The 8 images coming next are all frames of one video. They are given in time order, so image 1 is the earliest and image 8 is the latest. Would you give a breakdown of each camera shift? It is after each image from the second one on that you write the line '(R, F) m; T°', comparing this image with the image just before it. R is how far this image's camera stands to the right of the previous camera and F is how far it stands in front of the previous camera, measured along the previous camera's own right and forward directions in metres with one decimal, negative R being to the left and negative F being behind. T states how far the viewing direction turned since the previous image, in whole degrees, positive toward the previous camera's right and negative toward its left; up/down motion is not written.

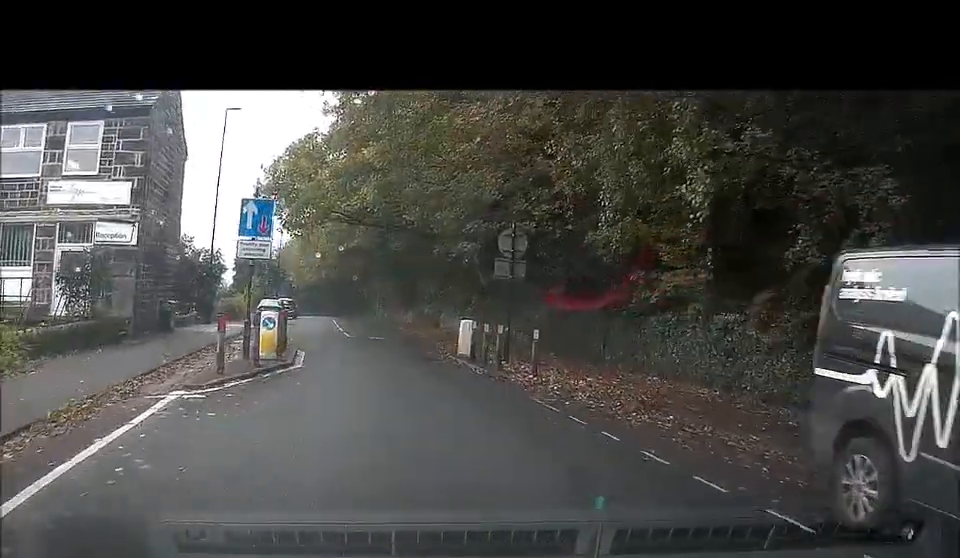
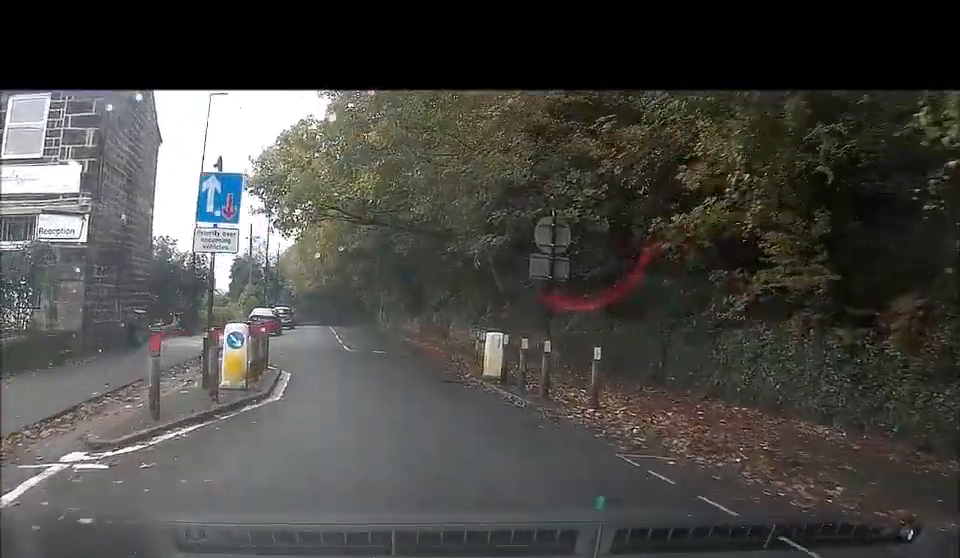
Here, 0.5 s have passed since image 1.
(-0.2, +4.7) m; 0°
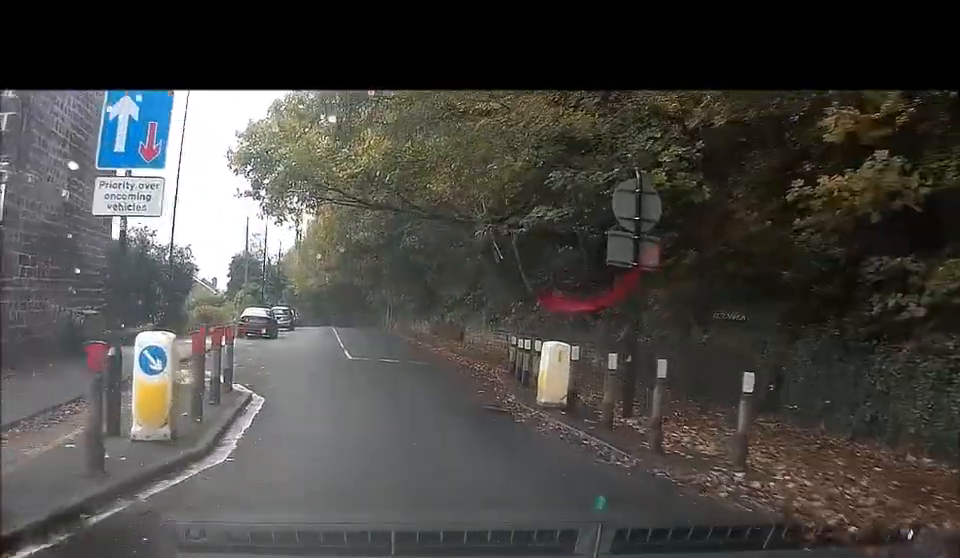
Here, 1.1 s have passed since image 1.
(+0.3, +5.2) m; +2°
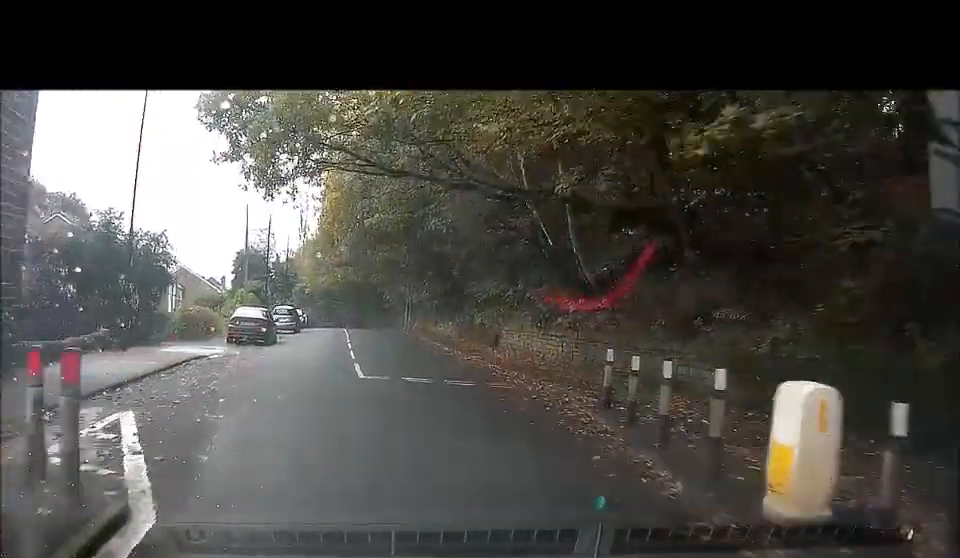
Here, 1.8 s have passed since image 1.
(+0.1, +7.0) m; 0°
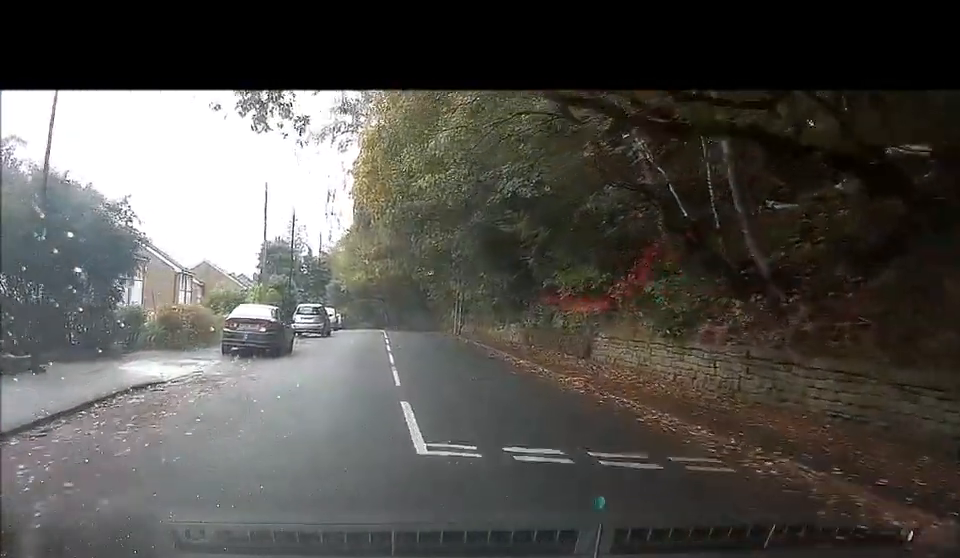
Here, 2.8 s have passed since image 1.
(-0.2, +9.0) m; -4°
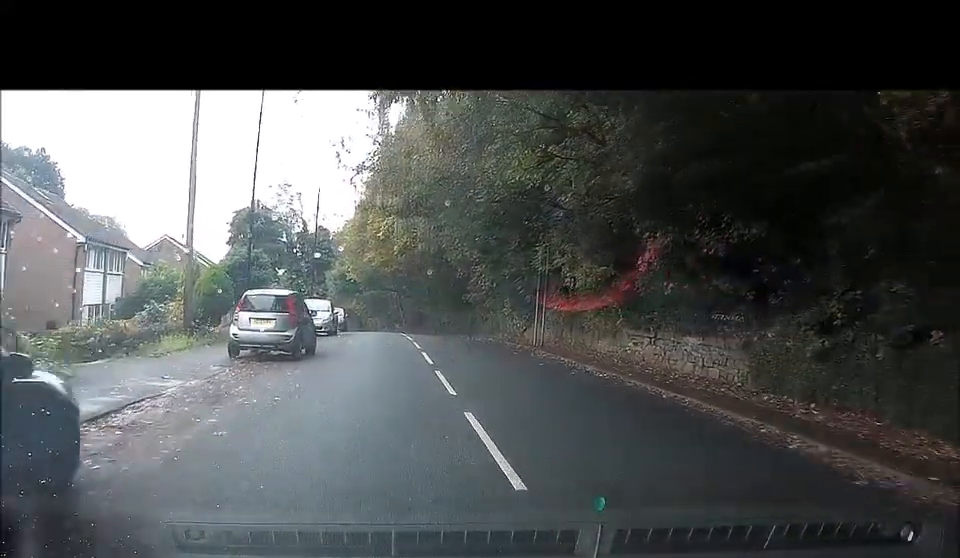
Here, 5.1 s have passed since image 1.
(-1.4, +22.2) m; -4°
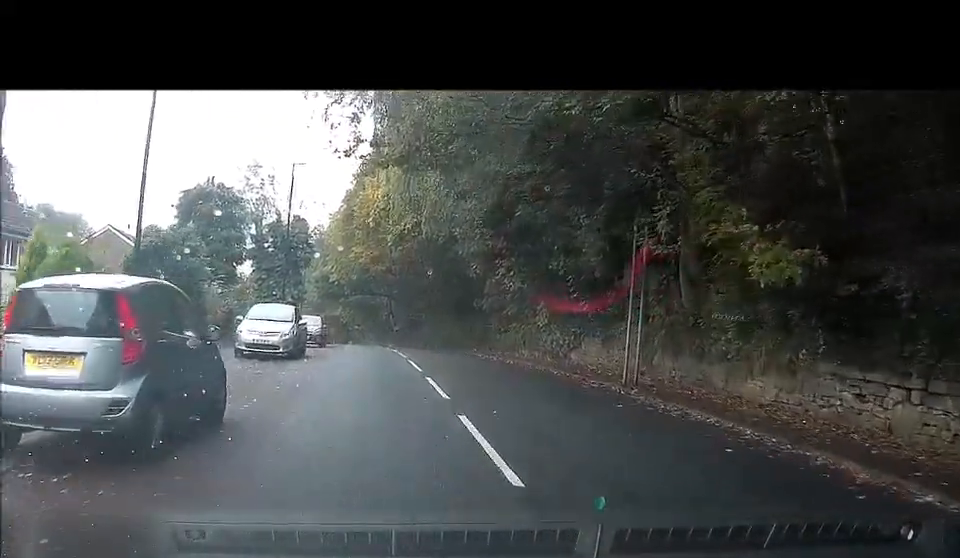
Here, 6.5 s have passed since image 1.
(0.0, +13.0) m; +2°
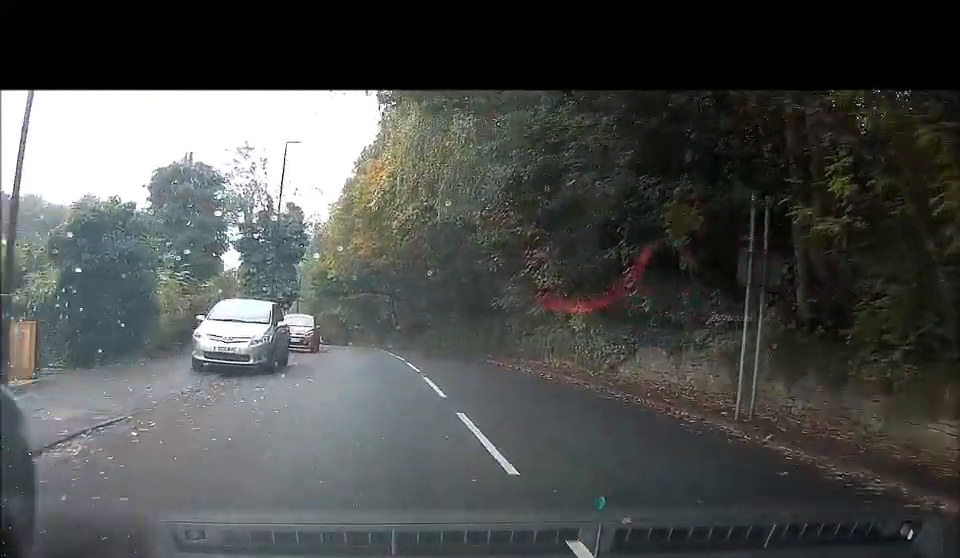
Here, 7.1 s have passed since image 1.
(+0.3, +6.3) m; +1°
